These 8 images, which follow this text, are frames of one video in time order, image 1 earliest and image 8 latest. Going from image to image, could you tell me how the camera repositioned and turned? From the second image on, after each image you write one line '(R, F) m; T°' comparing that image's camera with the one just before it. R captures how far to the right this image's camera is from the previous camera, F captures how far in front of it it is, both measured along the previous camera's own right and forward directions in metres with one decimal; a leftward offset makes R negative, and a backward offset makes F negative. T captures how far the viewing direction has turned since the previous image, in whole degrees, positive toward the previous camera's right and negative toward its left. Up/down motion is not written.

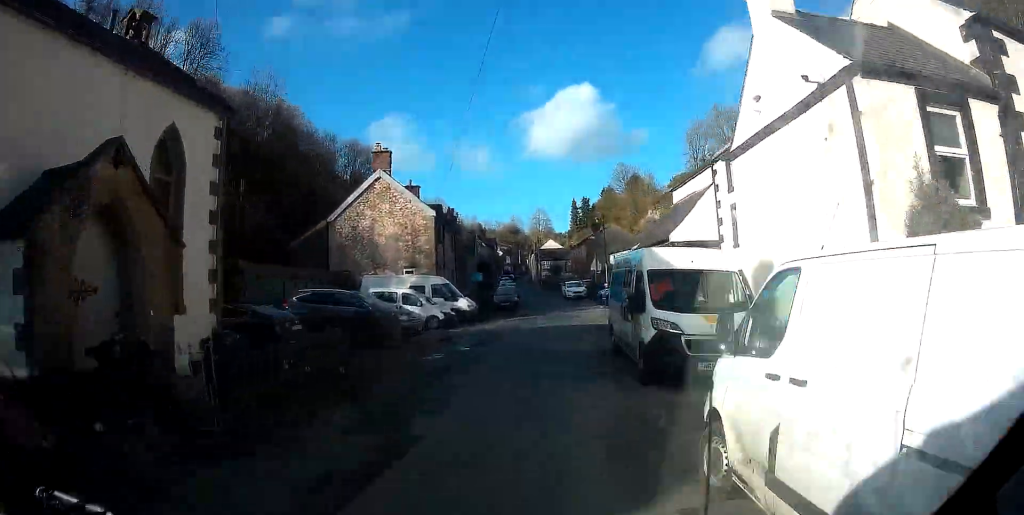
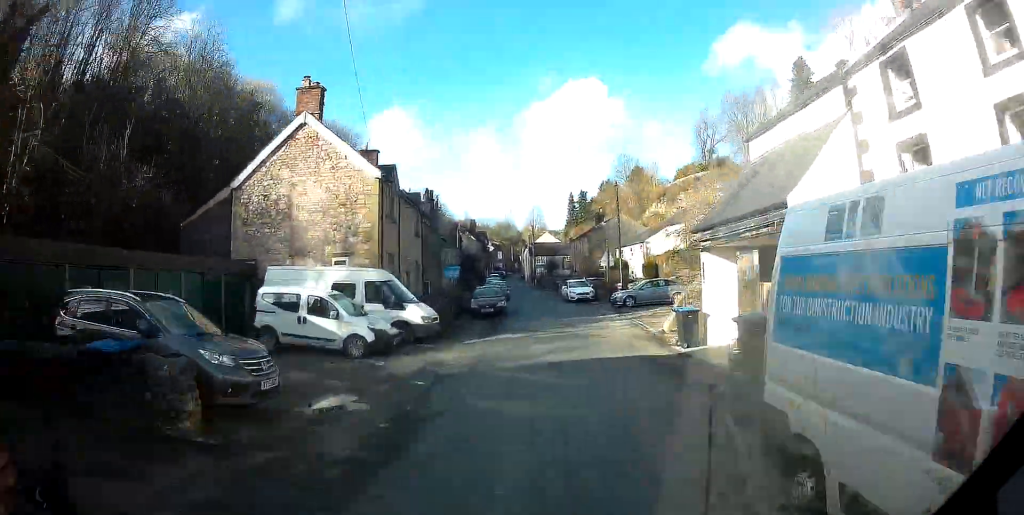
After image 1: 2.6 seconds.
(+0.6, +10.4) m; -7°
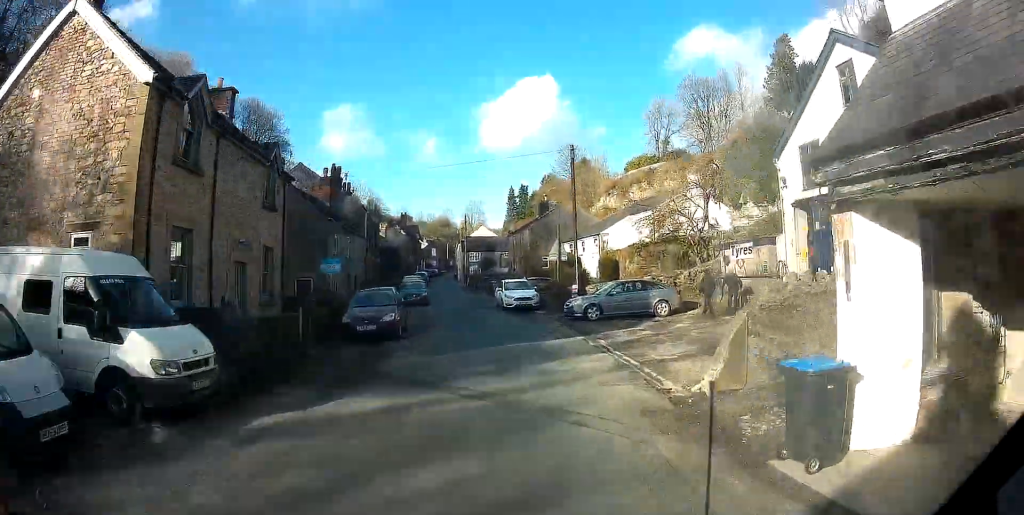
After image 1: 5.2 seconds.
(-2.0, +8.6) m; -10°
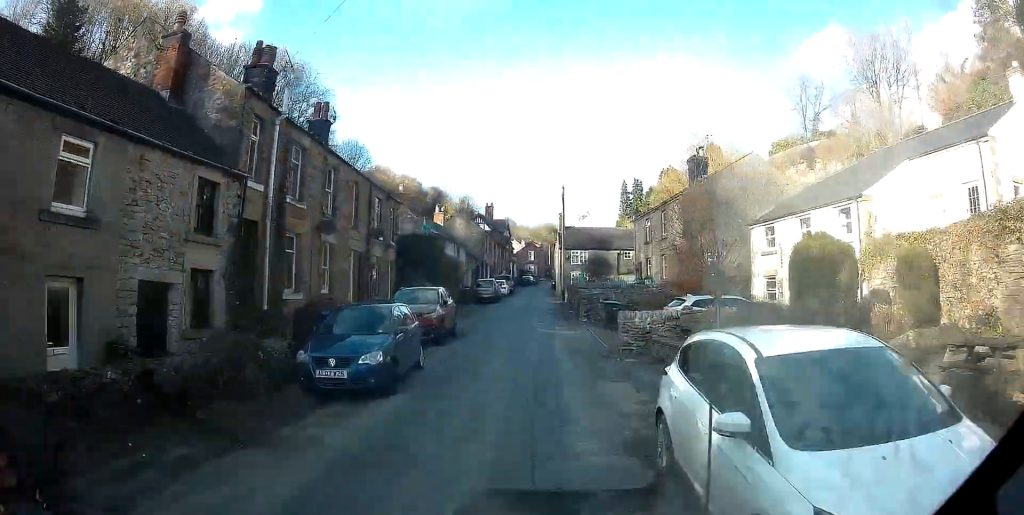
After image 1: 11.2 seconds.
(-3.3, +20.6) m; -1°
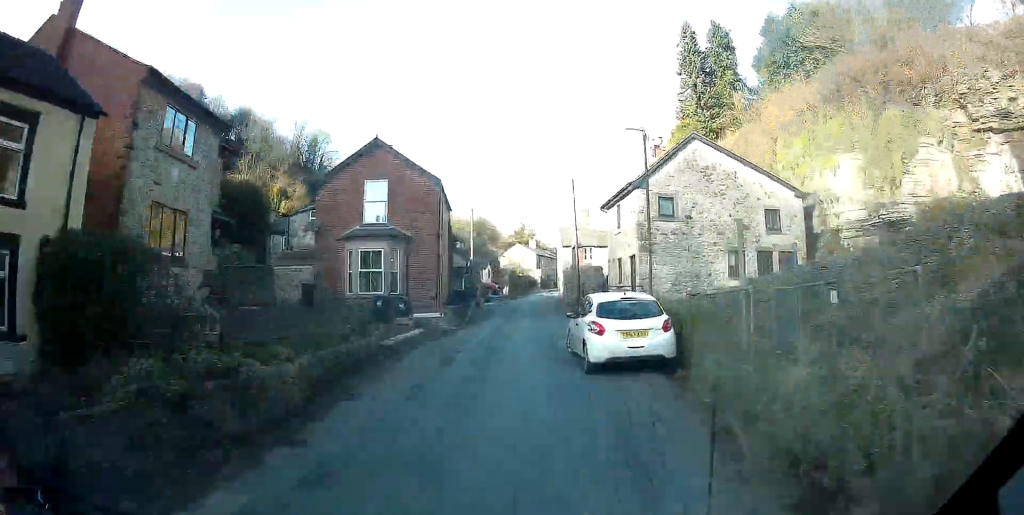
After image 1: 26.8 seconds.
(+12.7, +74.4) m; +11°
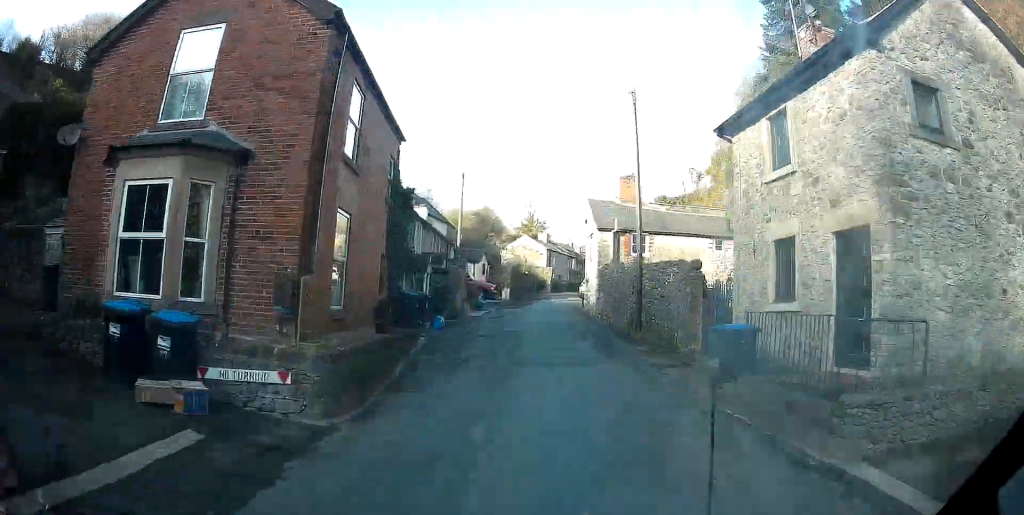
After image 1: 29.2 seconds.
(+0.1, +14.7) m; +3°
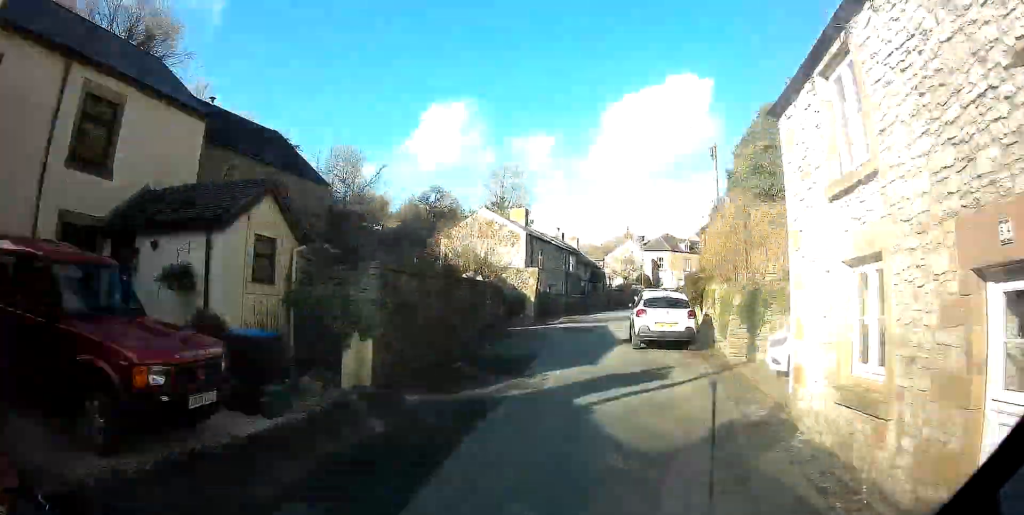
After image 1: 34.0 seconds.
(+1.5, +29.4) m; +8°
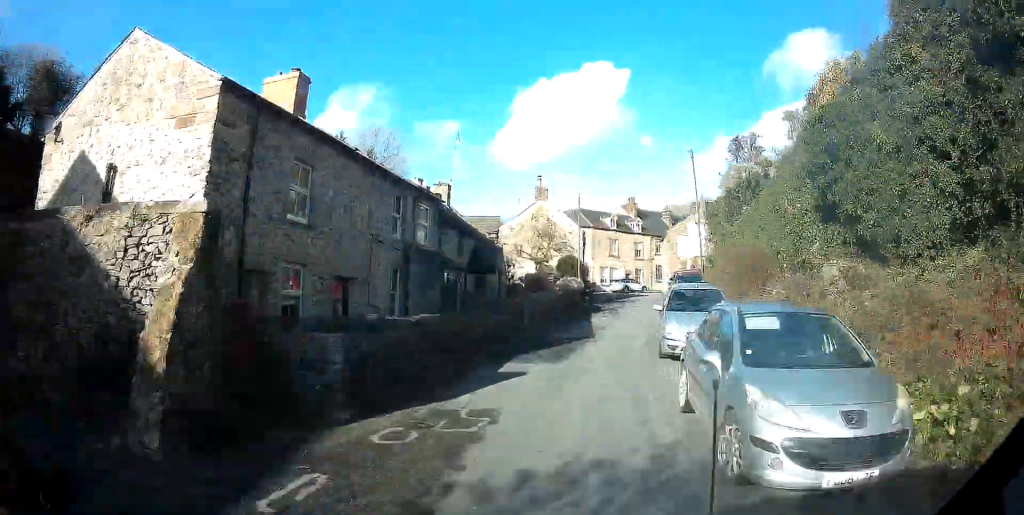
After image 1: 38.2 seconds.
(+2.3, +25.9) m; +5°
